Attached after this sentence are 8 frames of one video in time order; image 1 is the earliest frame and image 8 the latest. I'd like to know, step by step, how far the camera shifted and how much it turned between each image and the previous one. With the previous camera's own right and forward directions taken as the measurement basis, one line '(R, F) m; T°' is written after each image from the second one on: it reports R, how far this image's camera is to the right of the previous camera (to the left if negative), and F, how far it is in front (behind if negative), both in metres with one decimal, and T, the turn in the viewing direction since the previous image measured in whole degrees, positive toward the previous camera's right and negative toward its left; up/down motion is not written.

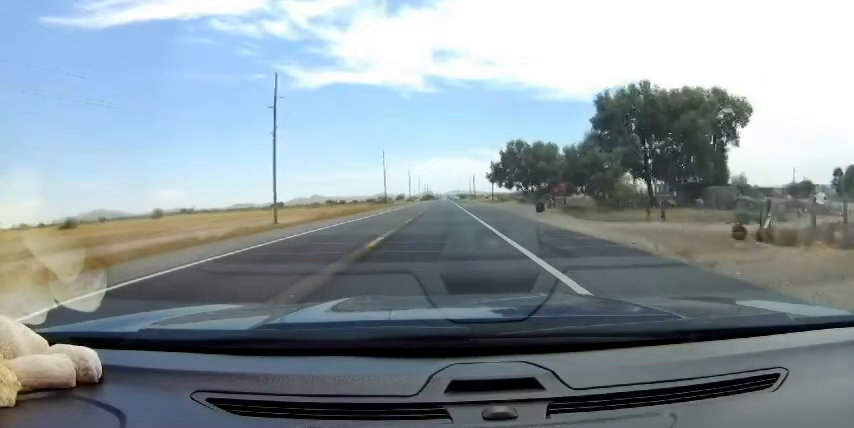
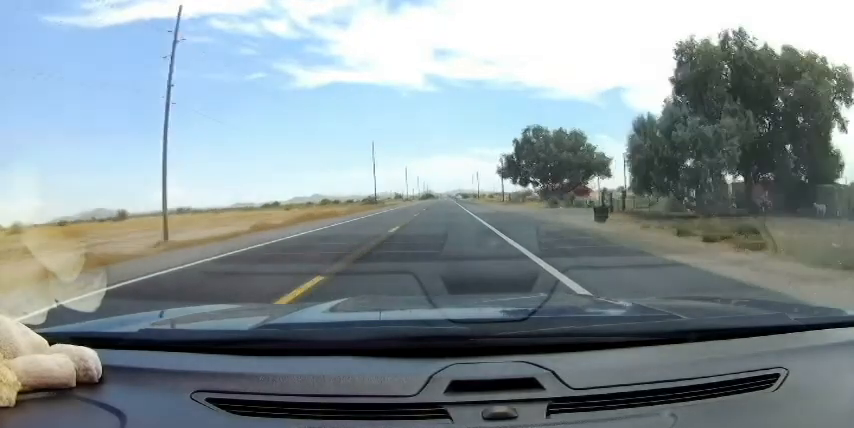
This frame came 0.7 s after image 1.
(0.0, +12.0) m; 0°
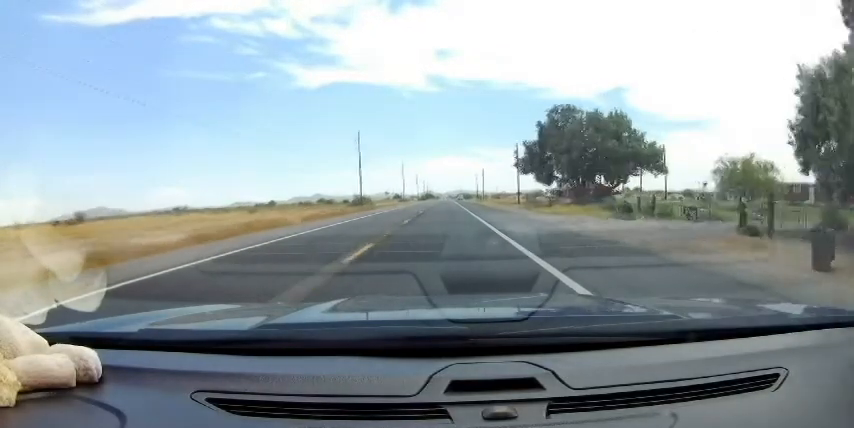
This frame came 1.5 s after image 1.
(0.0, +12.0) m; 0°
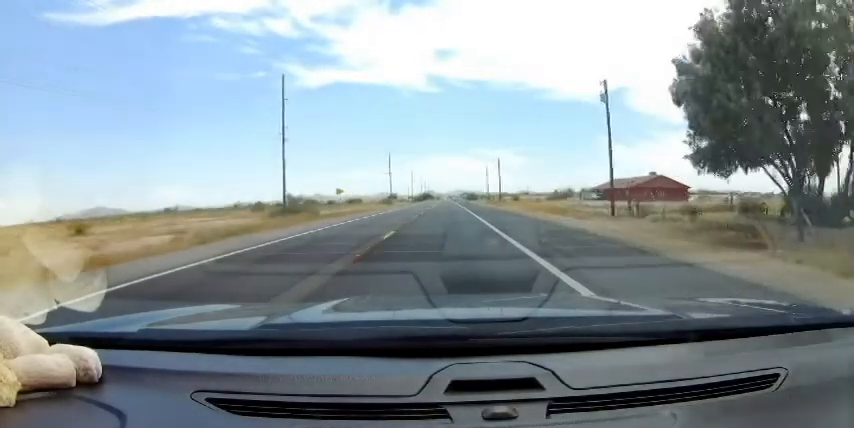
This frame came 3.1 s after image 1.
(0.0, +26.8) m; 0°
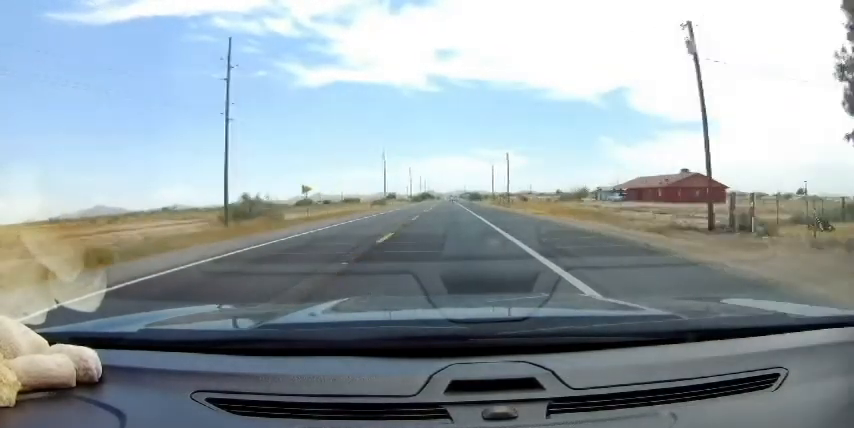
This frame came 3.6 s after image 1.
(0.0, +8.2) m; 0°
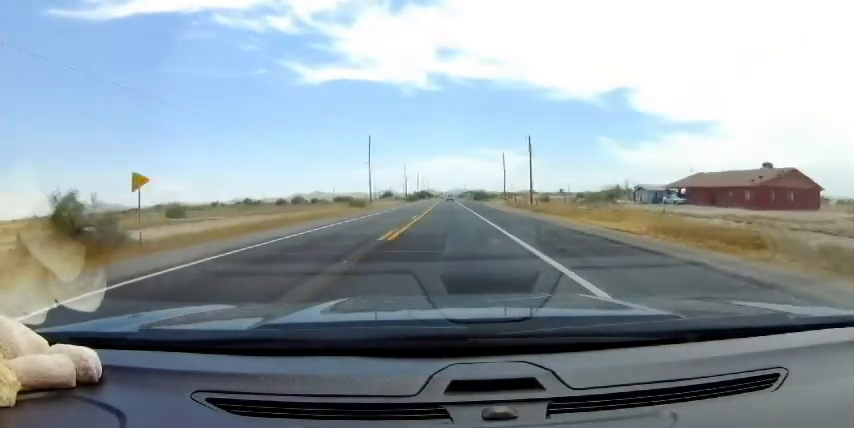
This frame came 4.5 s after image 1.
(0.0, +14.8) m; 0°
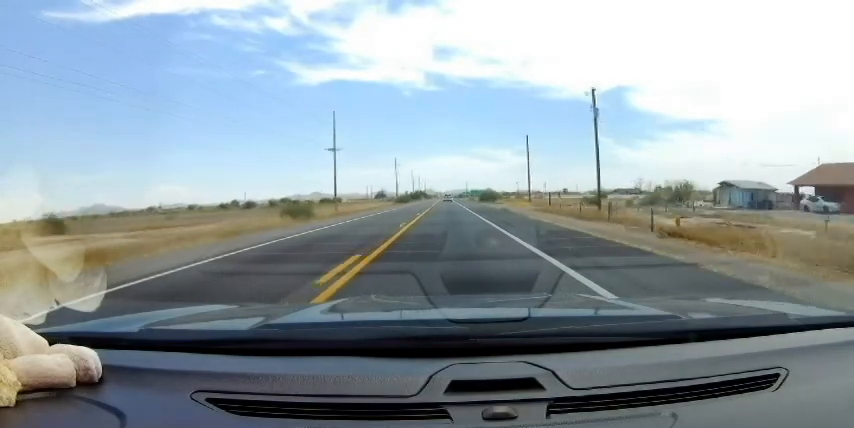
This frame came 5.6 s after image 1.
(0.0, +18.8) m; 0°
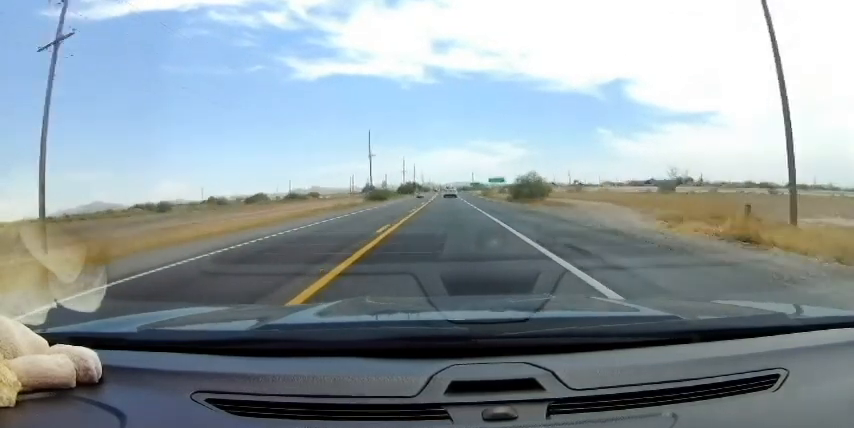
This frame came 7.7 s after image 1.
(0.0, +32.8) m; 0°
